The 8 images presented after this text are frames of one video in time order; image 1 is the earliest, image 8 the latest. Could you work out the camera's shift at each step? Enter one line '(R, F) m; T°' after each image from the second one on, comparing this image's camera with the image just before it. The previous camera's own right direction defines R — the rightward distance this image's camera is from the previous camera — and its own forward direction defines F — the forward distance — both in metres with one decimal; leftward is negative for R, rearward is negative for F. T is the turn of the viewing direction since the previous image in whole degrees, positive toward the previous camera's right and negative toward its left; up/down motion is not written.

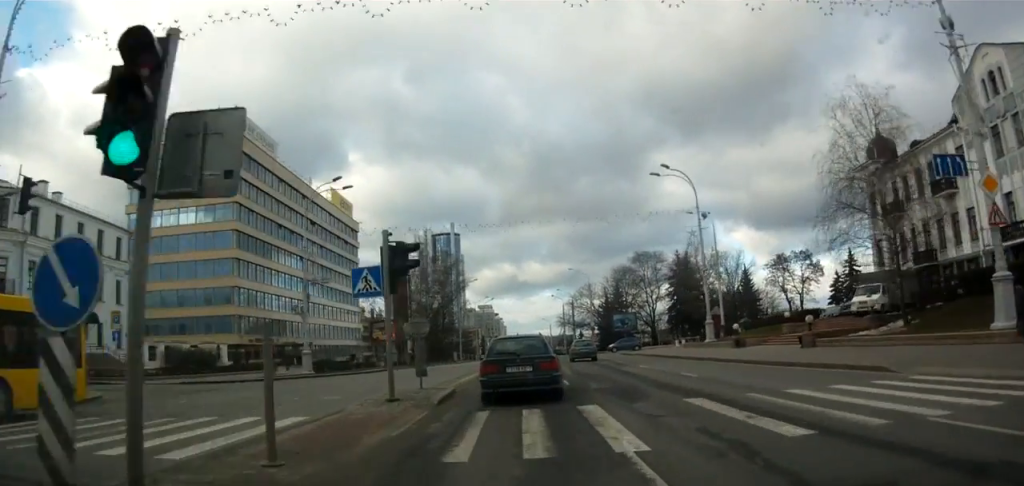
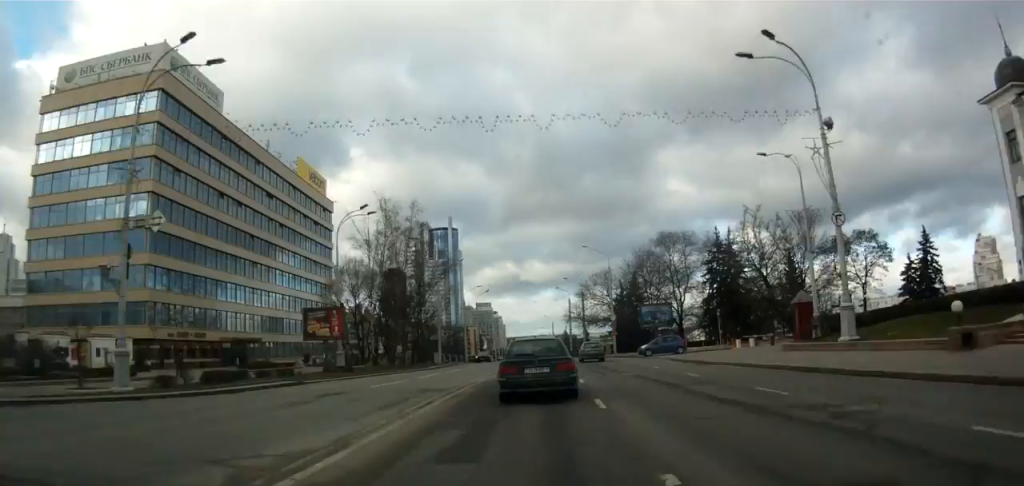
(-0.8, +21.7) m; -2°
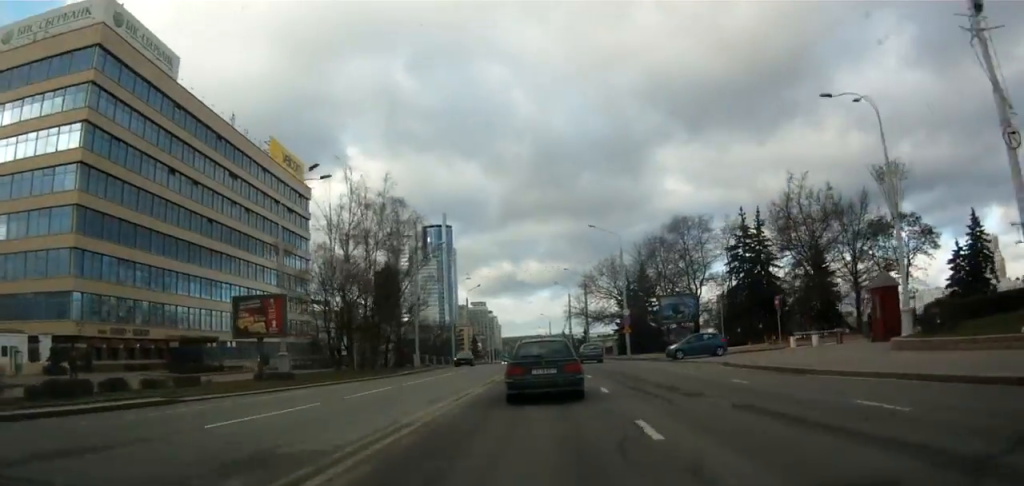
(0.0, +11.4) m; 0°
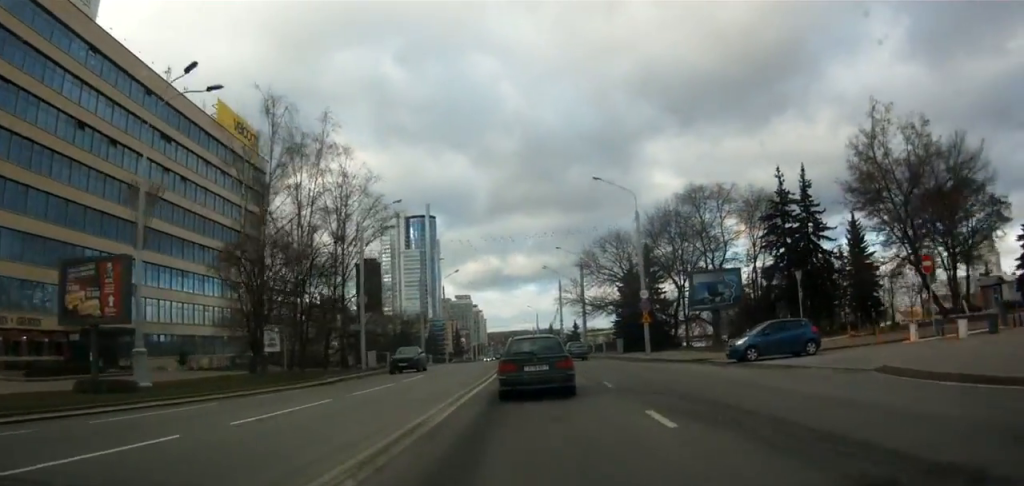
(0.0, +14.4) m; +2°
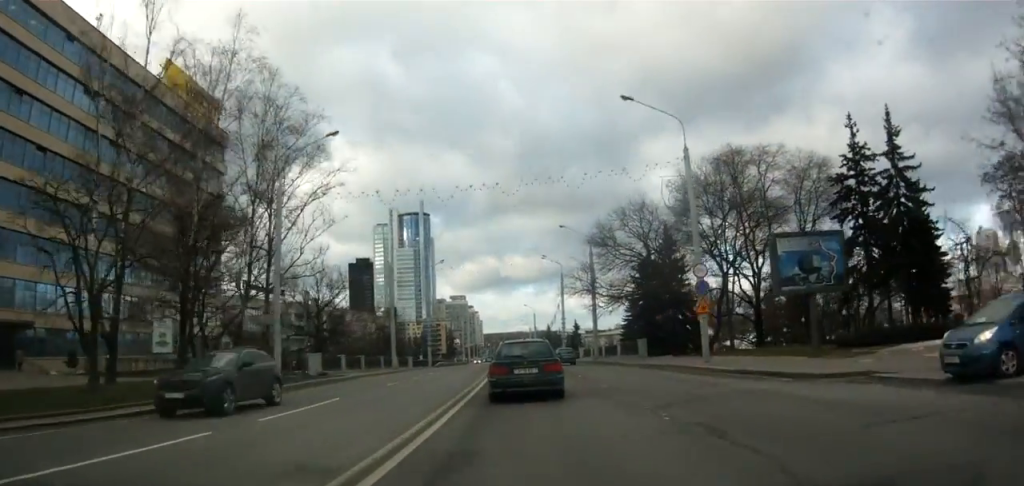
(+0.5, +13.9) m; 0°
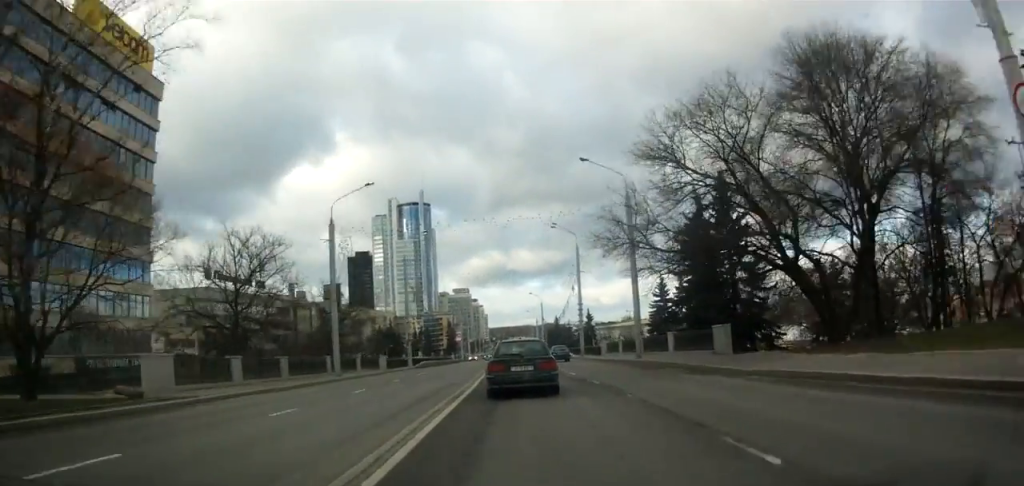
(-0.5, +19.7) m; 0°
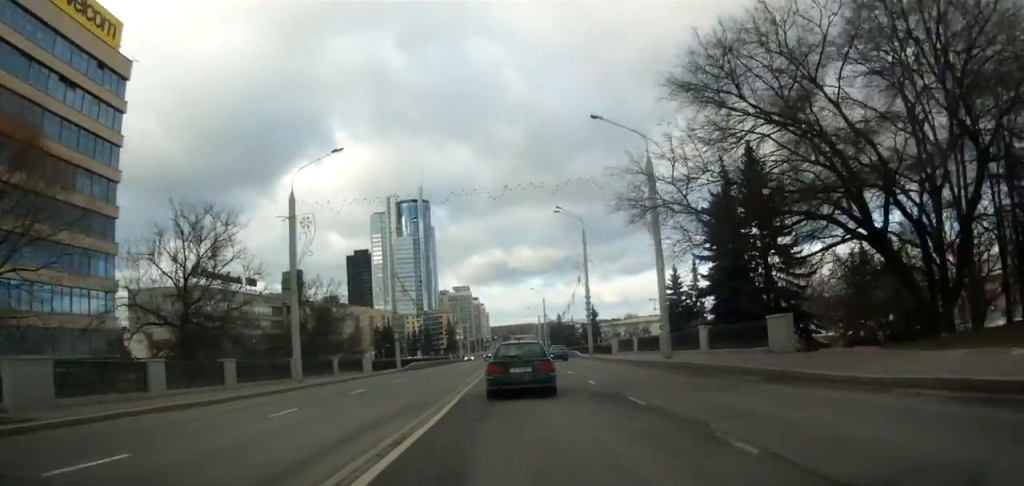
(+0.1, +7.5) m; +1°
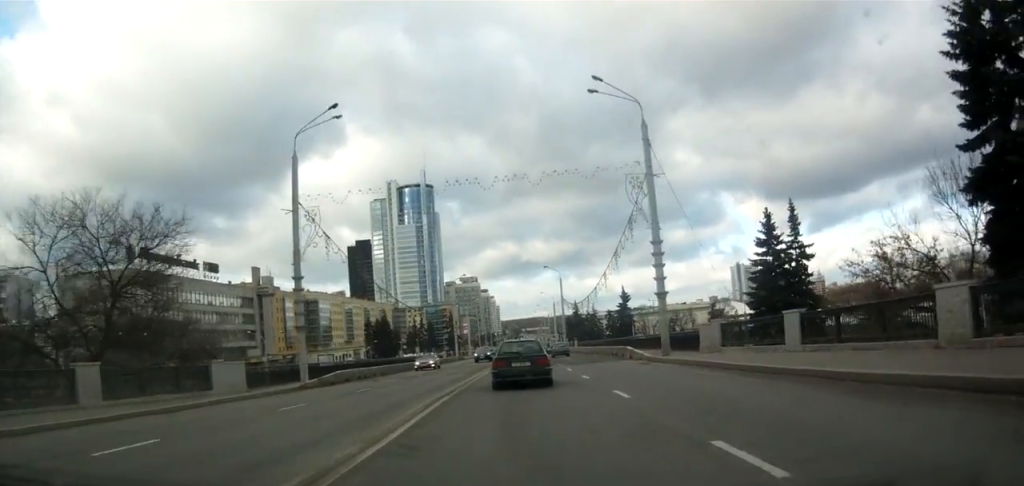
(+0.5, +30.1) m; -1°
